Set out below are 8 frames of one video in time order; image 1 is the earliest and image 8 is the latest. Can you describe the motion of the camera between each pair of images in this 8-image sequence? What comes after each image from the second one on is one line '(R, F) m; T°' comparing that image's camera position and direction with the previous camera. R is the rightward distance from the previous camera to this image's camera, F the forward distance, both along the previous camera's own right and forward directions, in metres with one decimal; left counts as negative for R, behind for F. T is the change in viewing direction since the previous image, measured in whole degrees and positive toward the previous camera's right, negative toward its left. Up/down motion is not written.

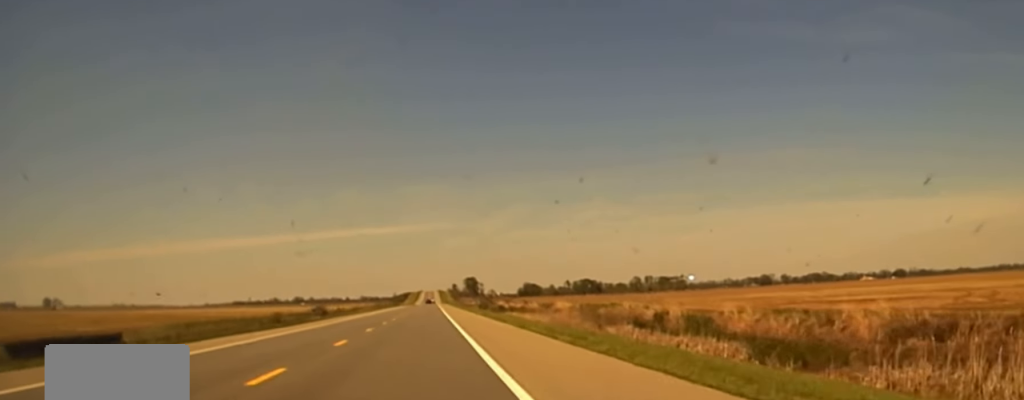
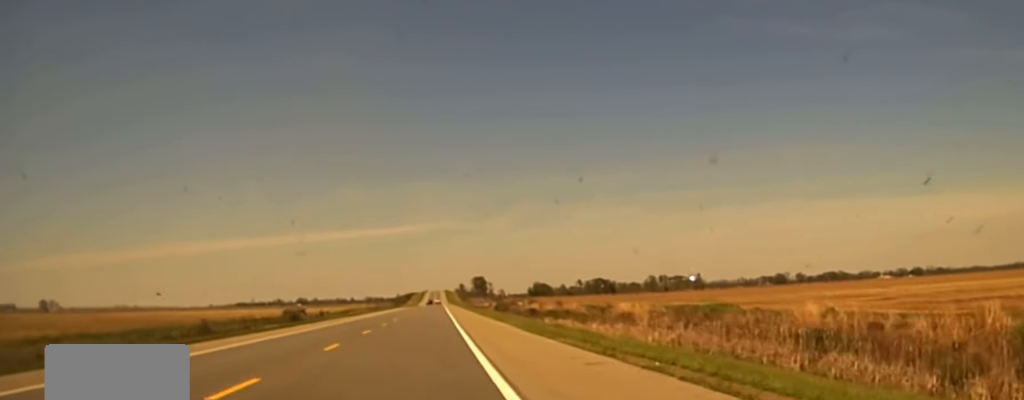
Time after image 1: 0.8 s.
(-0.1, +51.9) m; 0°
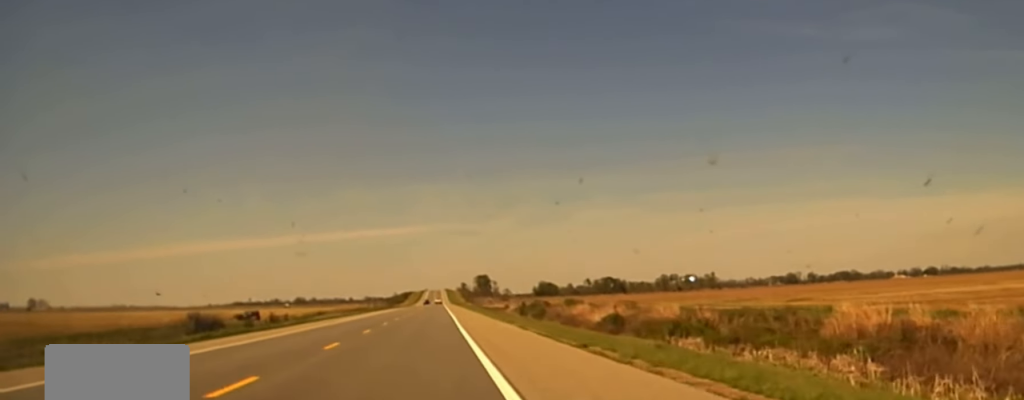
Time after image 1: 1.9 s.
(-0.2, +63.1) m; 0°
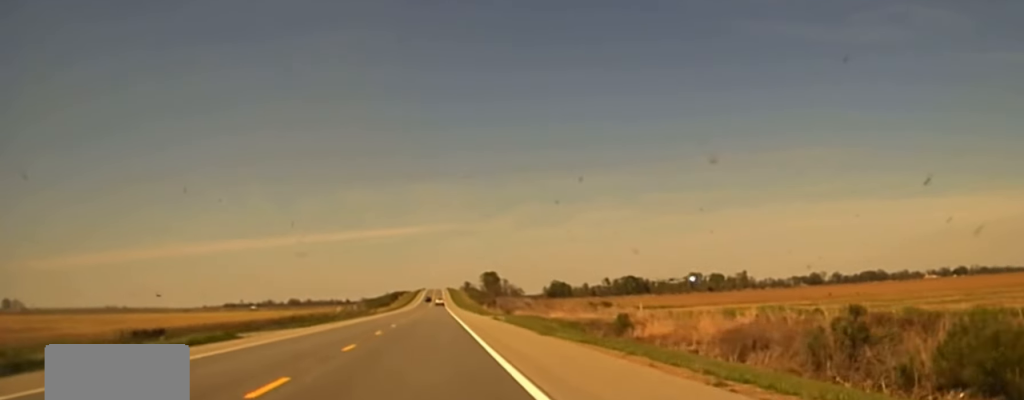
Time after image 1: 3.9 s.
(-0.5, +112.1) m; 0°
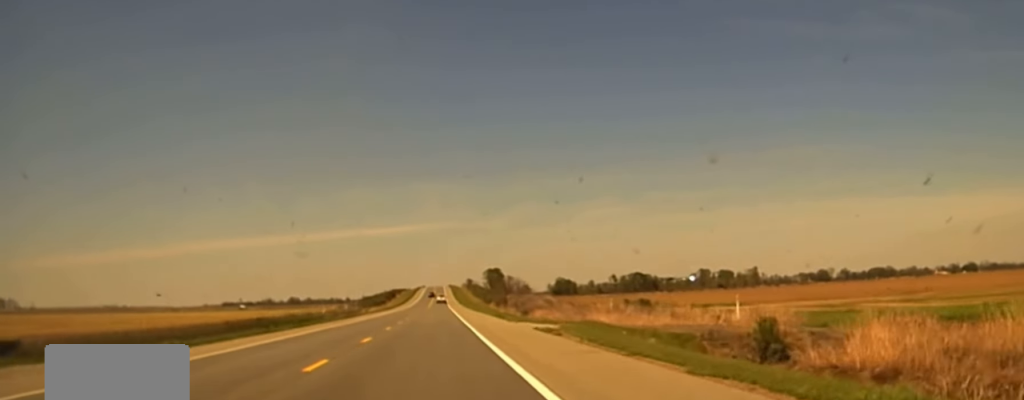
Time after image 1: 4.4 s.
(0.0, +27.4) m; 0°
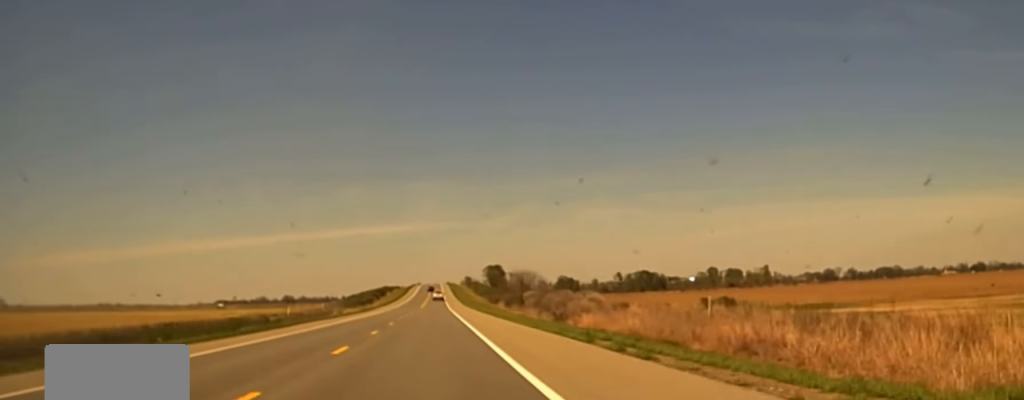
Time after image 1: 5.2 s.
(+0.1, +39.1) m; 0°
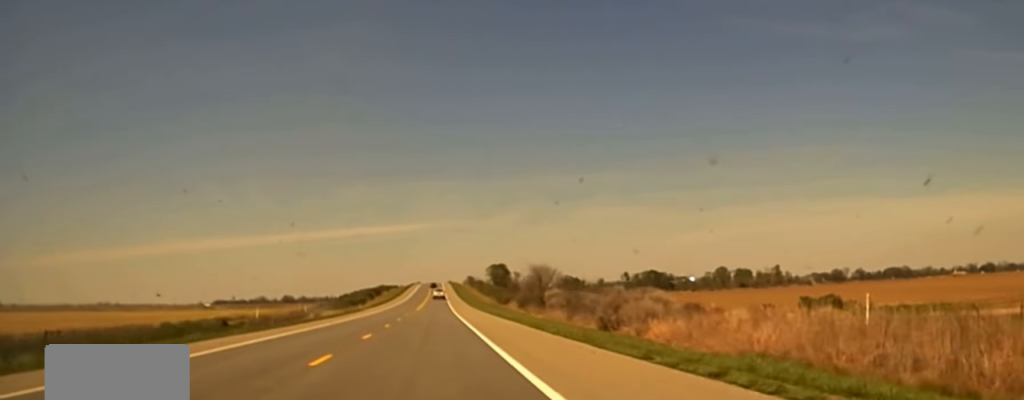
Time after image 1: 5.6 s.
(0.0, +27.0) m; 0°
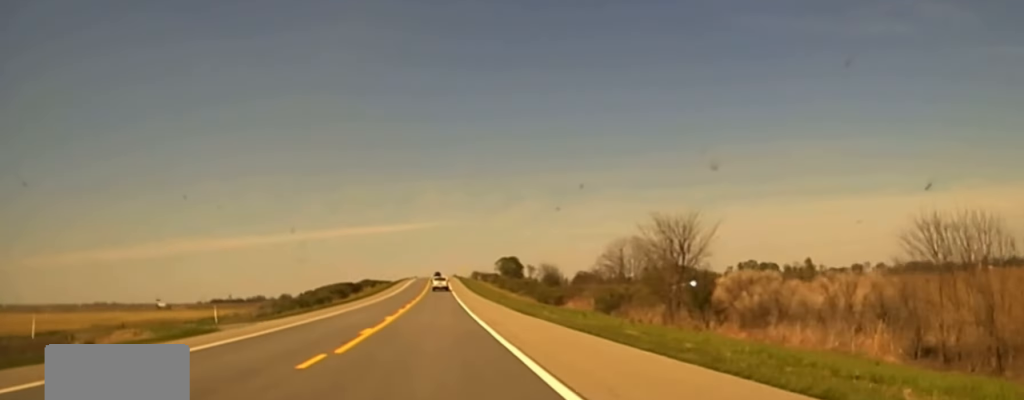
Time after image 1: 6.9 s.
(0.0, +81.6) m; 0°
